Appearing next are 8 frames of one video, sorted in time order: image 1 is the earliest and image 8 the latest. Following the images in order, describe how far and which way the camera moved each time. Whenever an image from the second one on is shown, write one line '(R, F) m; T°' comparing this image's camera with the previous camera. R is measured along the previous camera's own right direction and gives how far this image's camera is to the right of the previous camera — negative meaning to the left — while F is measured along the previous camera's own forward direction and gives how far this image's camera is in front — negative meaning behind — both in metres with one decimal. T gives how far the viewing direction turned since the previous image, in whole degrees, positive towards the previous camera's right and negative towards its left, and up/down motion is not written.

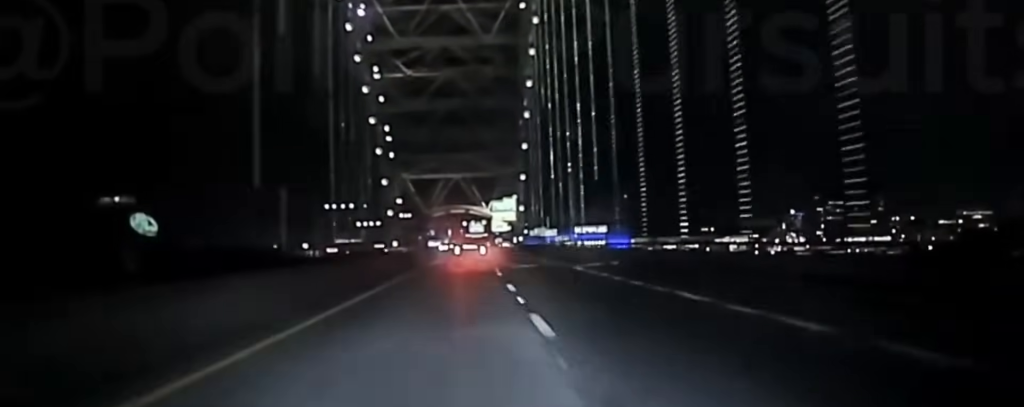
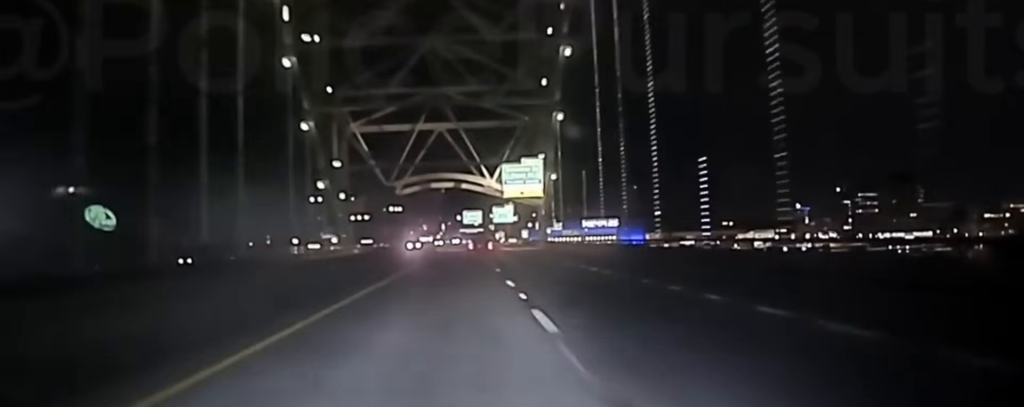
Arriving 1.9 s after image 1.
(+1.2, +100.6) m; +1°
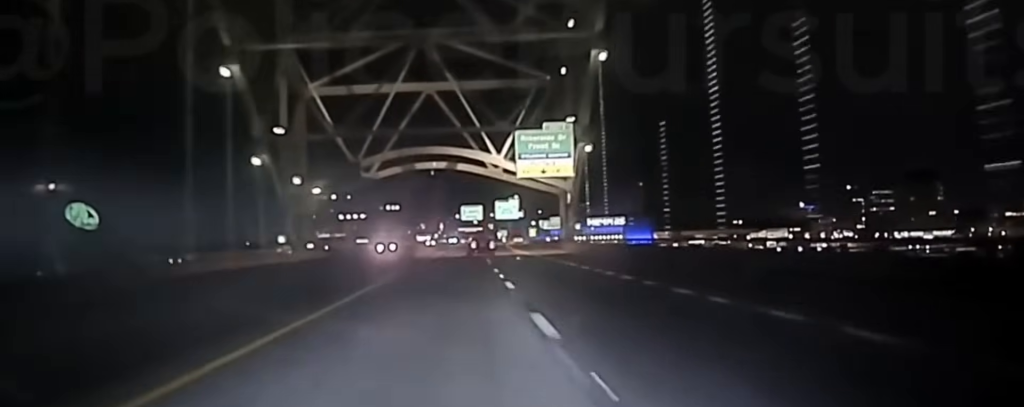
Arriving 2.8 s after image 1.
(-0.1, +34.1) m; 0°
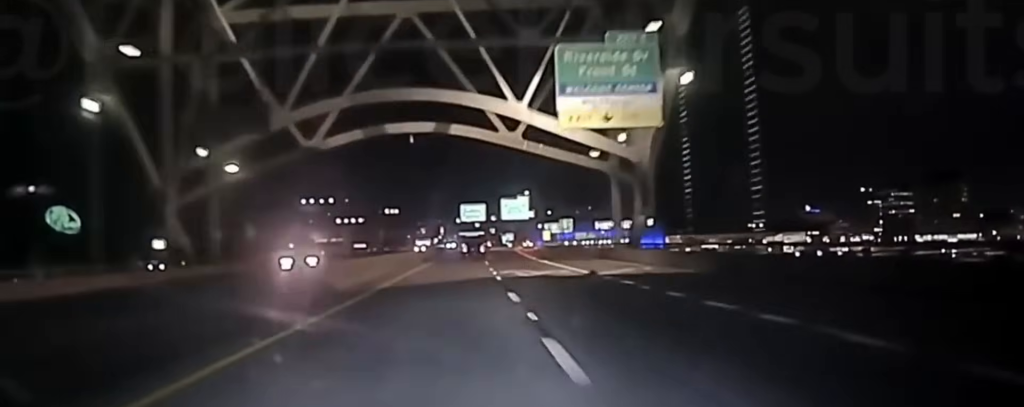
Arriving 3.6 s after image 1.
(0.0, +34.9) m; 0°
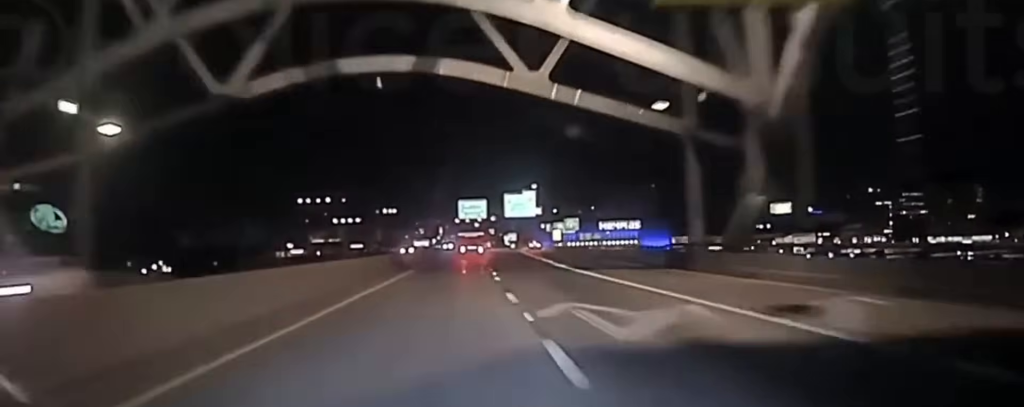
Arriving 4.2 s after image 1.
(0.0, +22.2) m; 0°
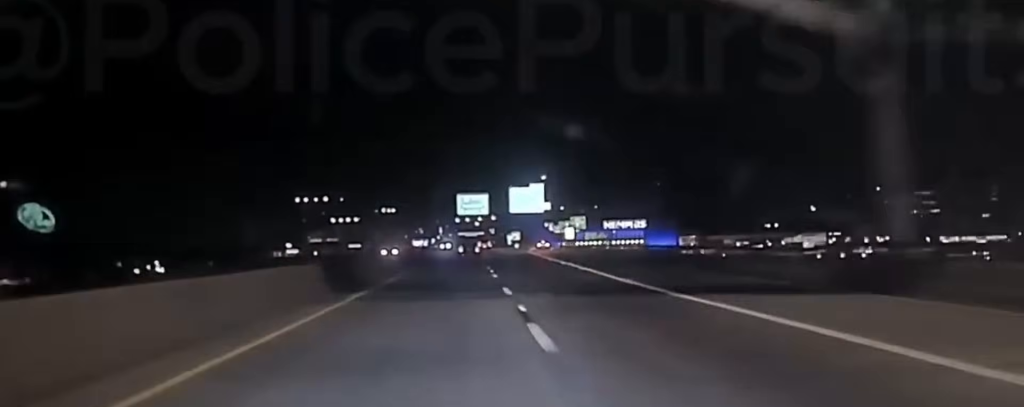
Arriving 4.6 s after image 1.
(0.0, +21.8) m; 0°
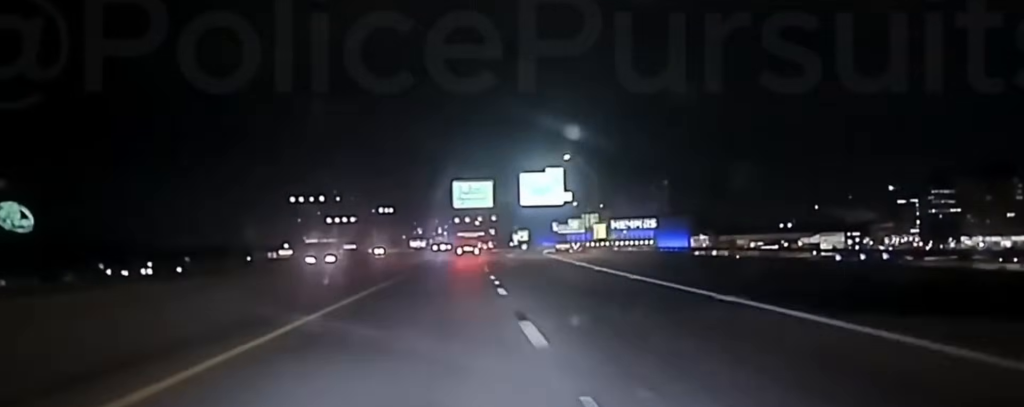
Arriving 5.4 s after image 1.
(0.0, +37.3) m; 0°
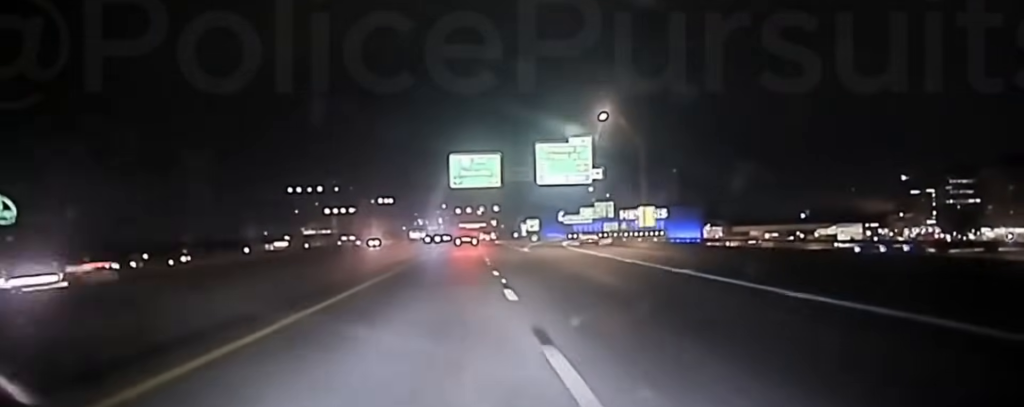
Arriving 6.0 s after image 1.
(0.0, +30.6) m; 0°
